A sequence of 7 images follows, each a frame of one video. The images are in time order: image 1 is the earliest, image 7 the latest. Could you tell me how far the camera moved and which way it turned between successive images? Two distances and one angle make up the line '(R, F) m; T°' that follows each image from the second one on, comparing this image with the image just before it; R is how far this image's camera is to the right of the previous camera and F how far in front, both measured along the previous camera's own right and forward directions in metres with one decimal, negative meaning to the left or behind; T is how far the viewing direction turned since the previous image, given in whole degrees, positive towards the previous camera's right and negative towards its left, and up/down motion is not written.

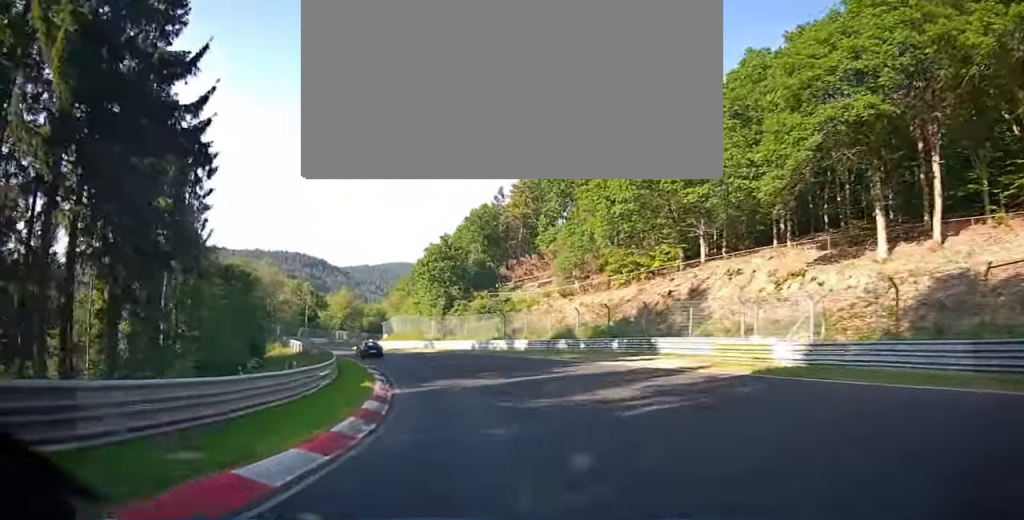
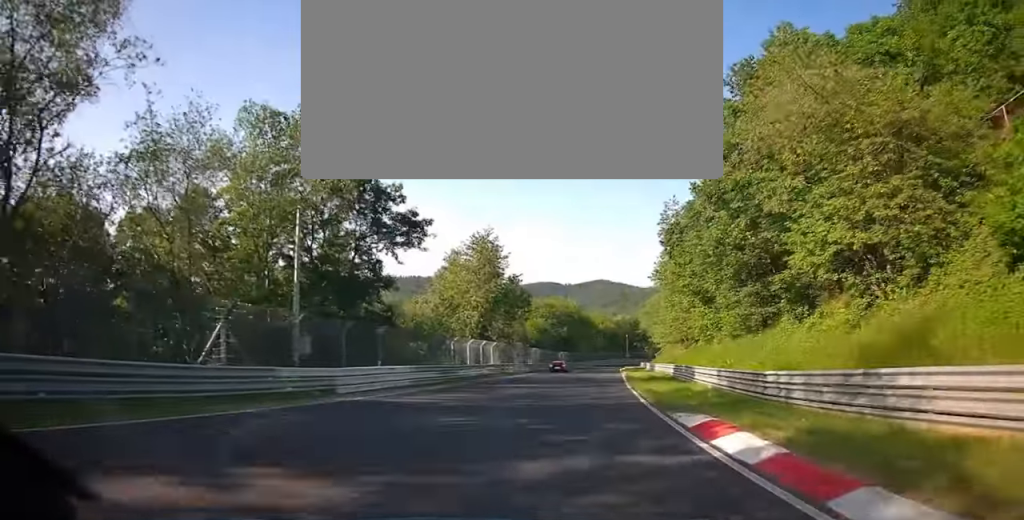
(-13.6, +96.8) m; -5°
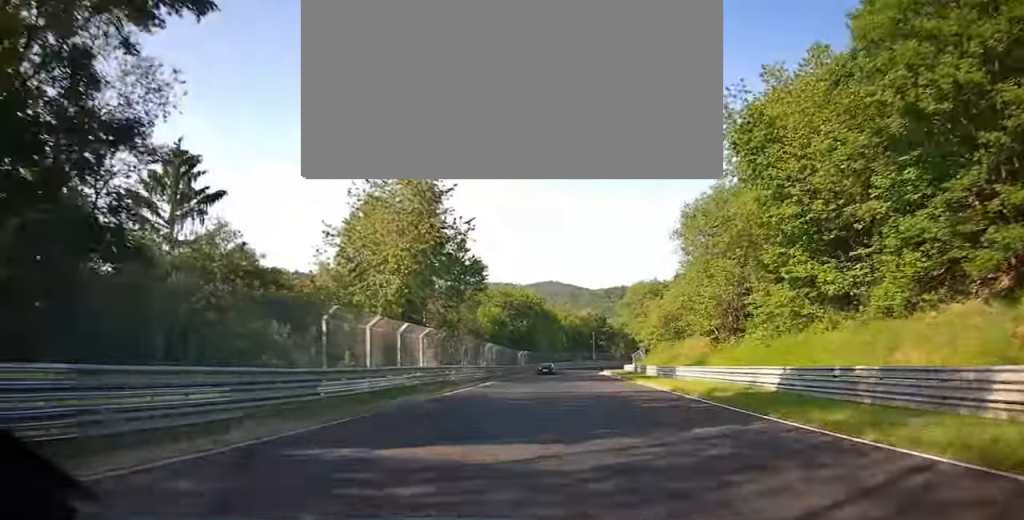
(+0.5, +21.8) m; +4°
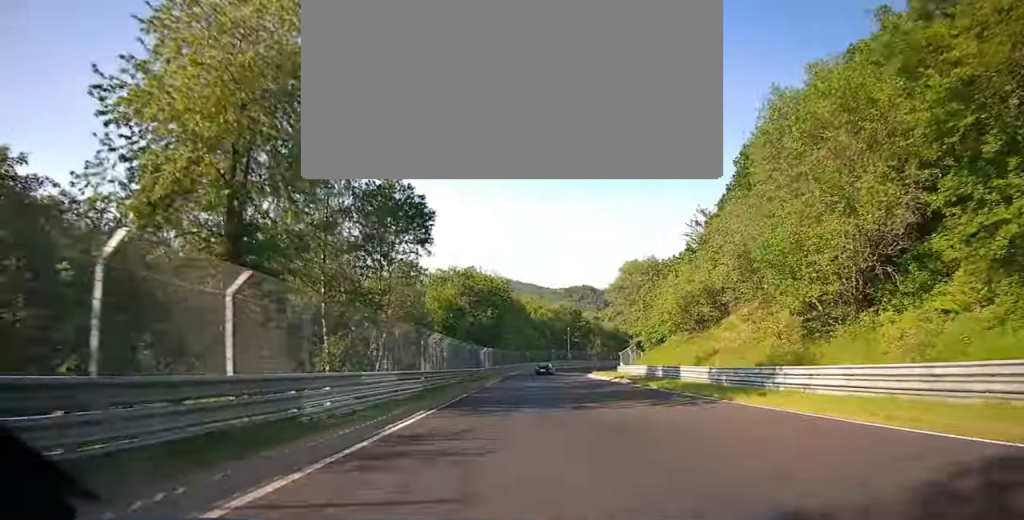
(+0.7, +19.4) m; +4°
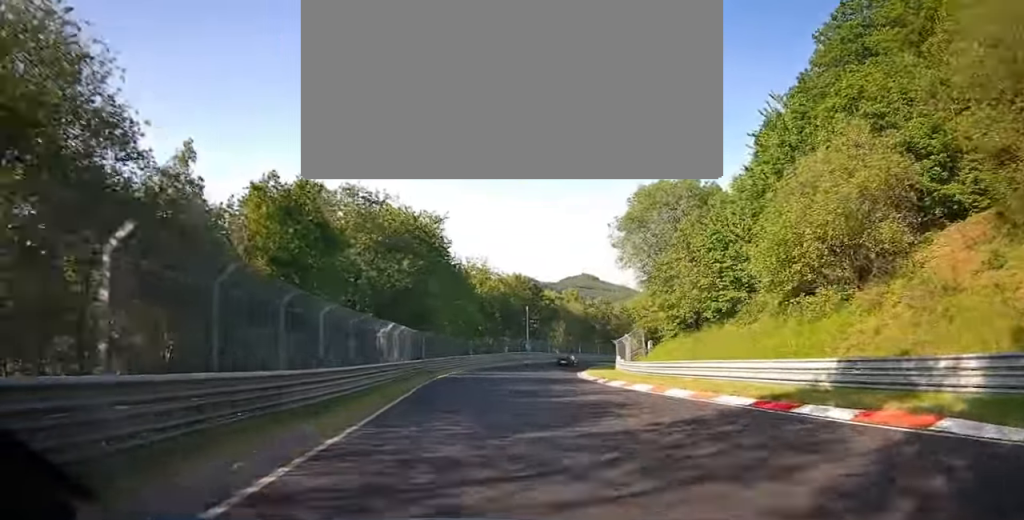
(+1.9, +31.5) m; +8°
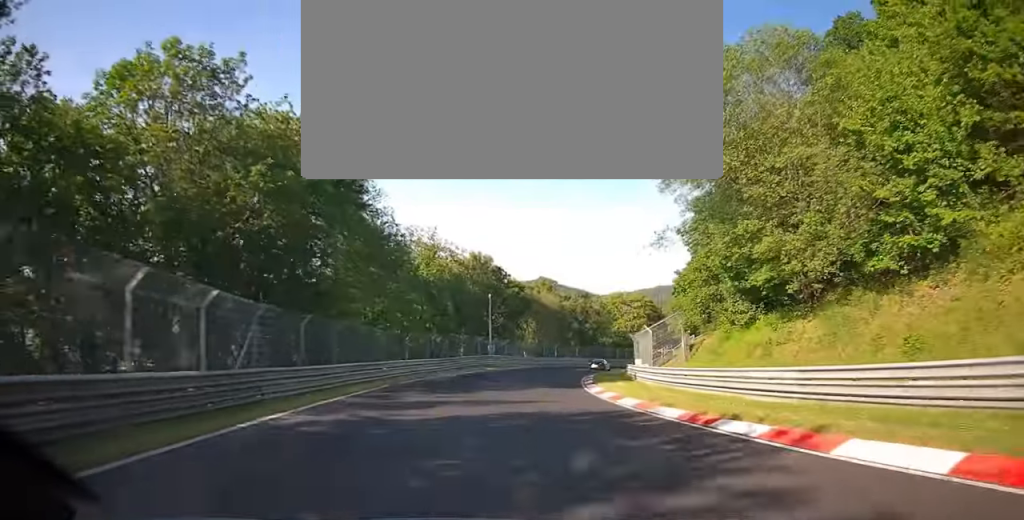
(+1.0, +21.2) m; +7°
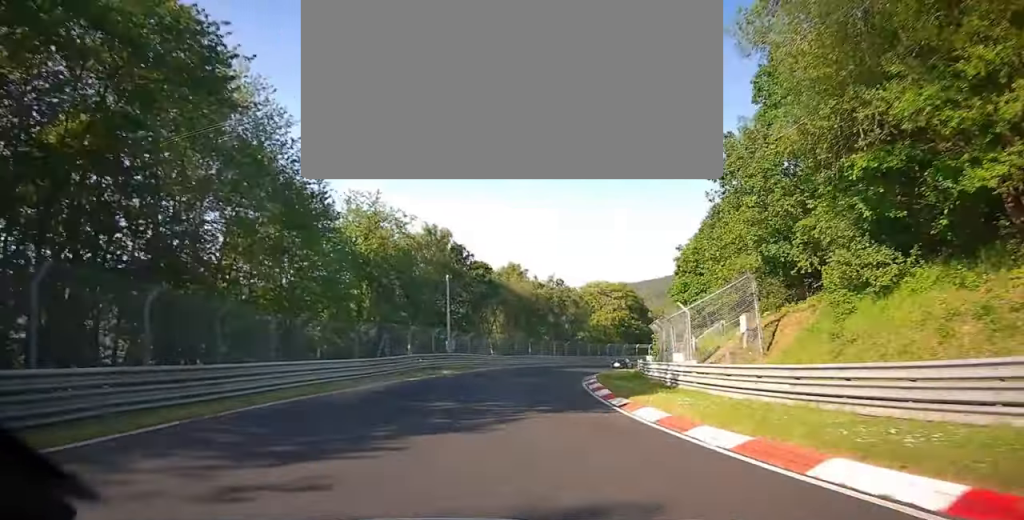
(+0.5, +13.6) m; +5°
